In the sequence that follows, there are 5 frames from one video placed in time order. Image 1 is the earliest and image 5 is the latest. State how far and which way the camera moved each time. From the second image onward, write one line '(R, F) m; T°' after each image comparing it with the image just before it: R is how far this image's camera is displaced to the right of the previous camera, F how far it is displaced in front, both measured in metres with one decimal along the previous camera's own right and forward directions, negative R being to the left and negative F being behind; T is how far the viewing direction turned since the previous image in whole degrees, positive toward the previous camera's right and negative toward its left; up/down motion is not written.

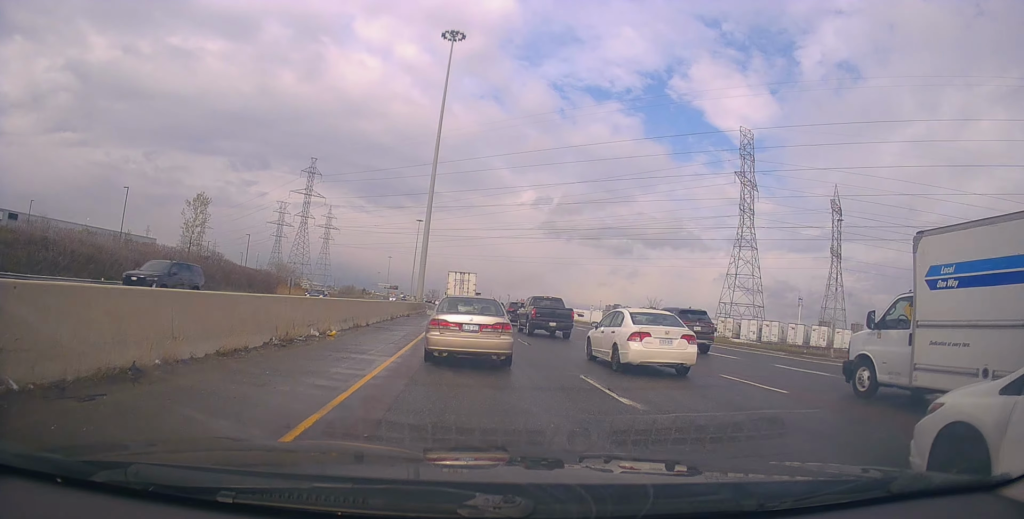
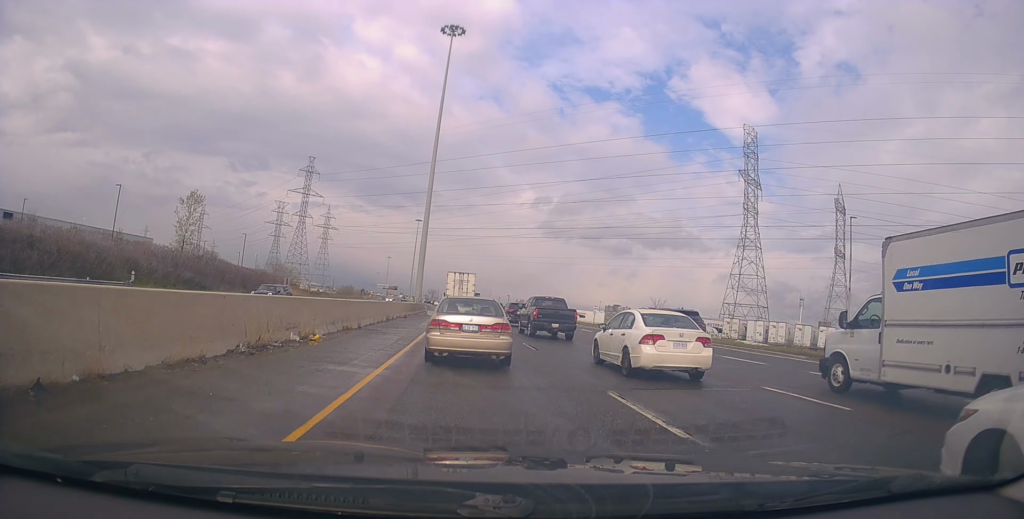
(-0.3, +2.0) m; +1°
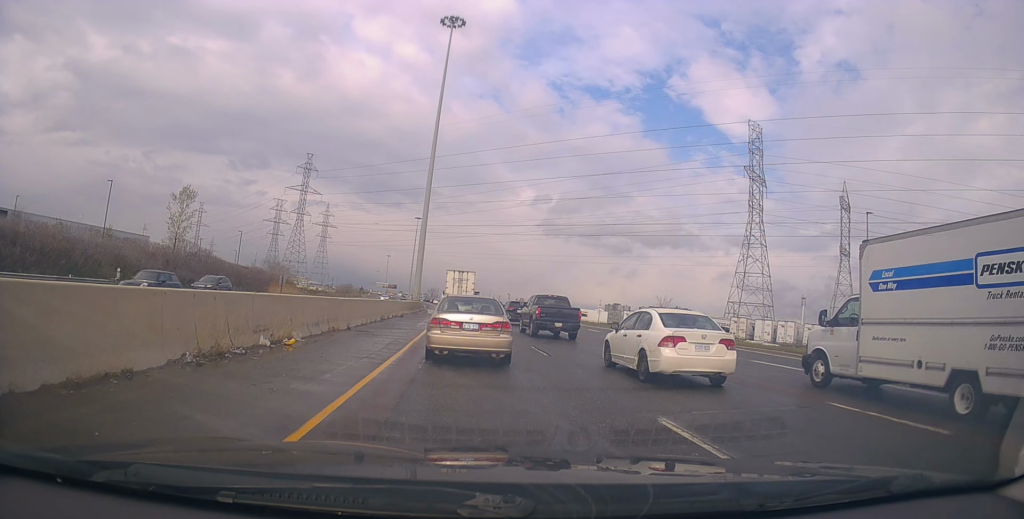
(+0.3, +2.3) m; 0°
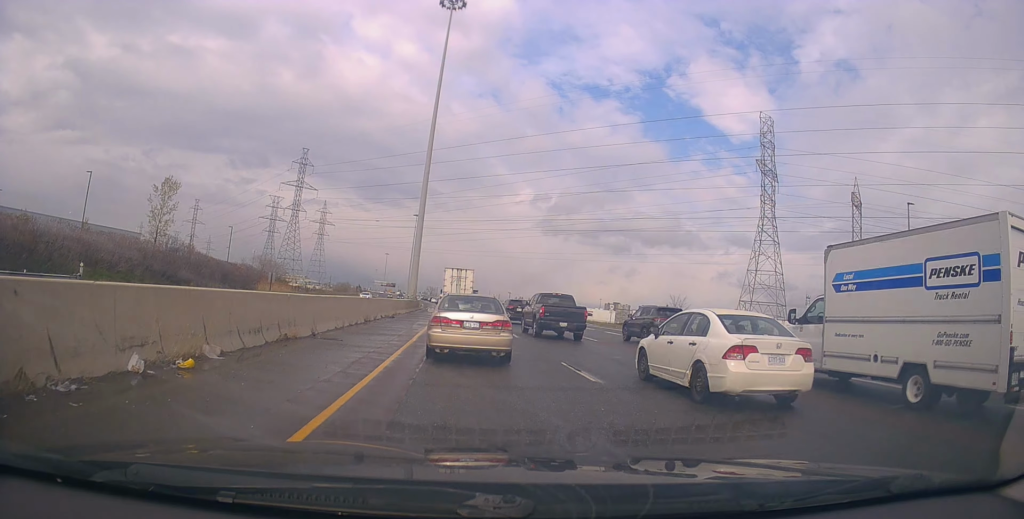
(0.0, +5.1) m; -3°
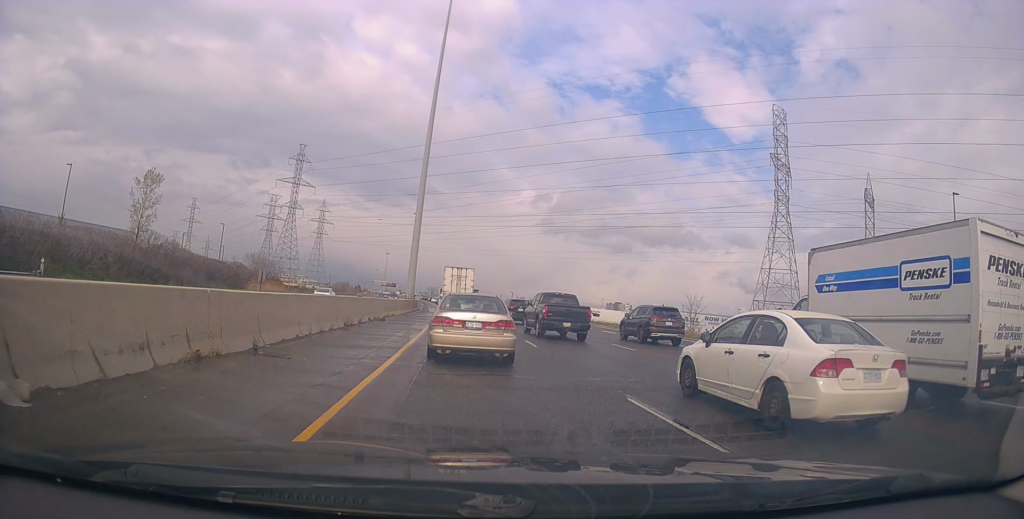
(-0.2, +5.1) m; -2°
